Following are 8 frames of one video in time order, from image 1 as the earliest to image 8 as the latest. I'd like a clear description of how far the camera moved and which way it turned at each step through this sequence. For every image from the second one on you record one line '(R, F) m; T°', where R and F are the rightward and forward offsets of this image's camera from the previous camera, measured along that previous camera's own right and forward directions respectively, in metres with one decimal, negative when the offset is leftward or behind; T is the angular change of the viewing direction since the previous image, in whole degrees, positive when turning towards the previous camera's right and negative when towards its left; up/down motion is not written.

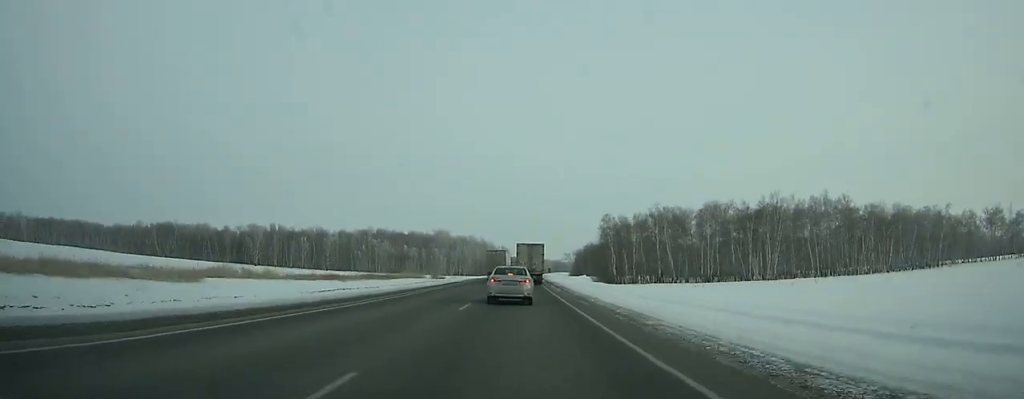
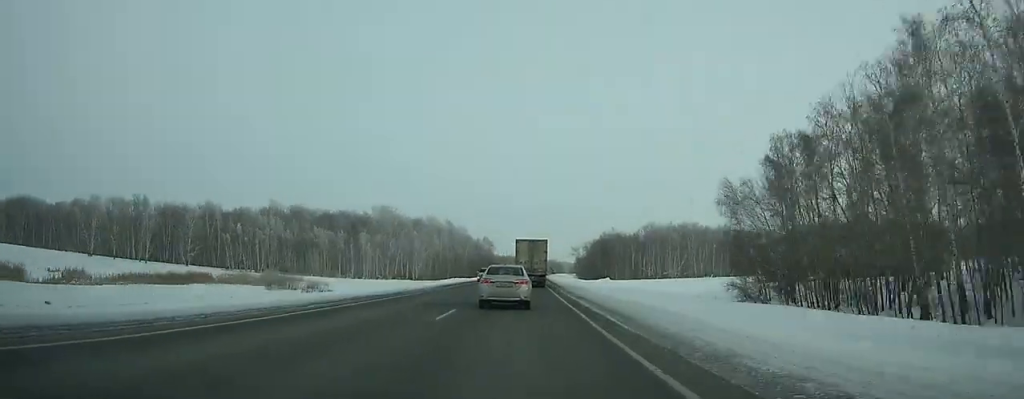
(+0.1, +119.0) m; +1°
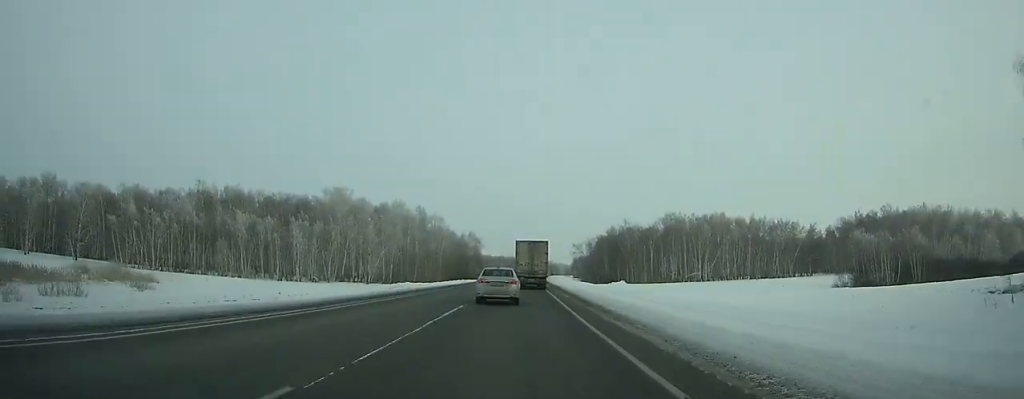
(+0.3, +46.6) m; +1°
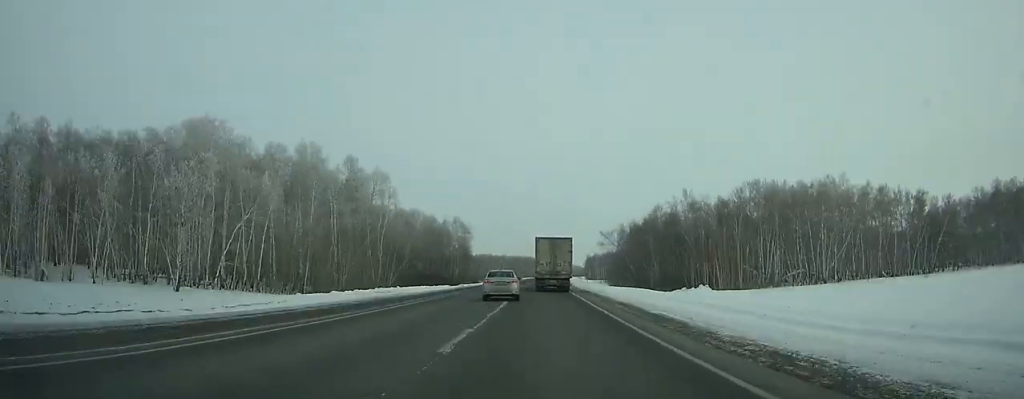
(0.0, +75.8) m; +1°
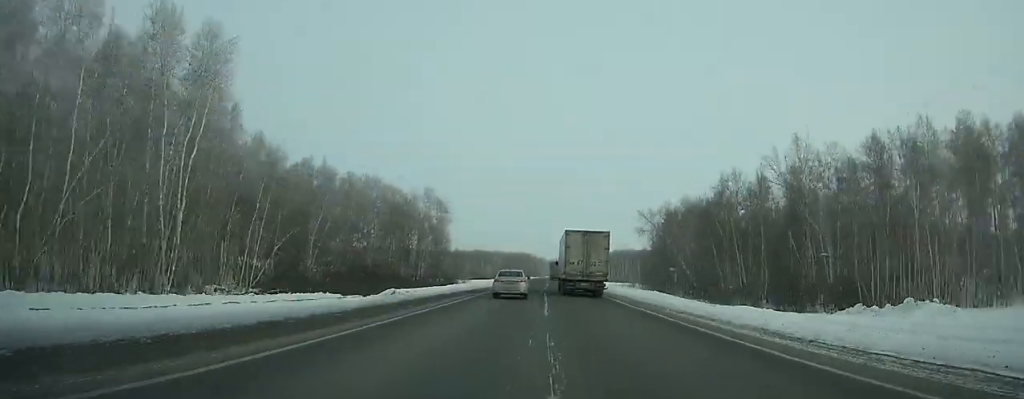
(+0.2, +56.9) m; +1°
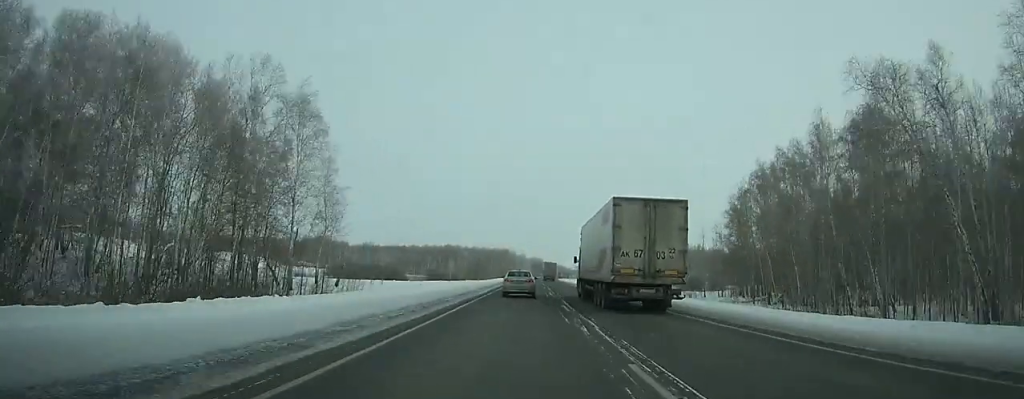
(+1.0, +78.8) m; +2°
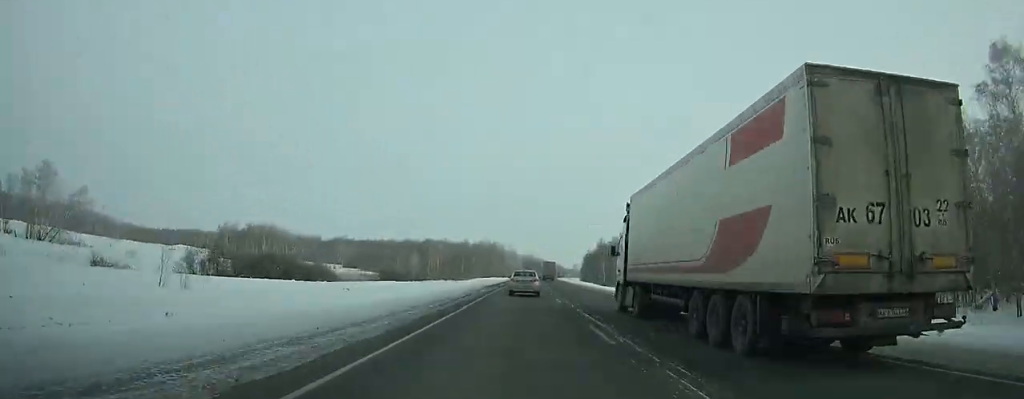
(+0.7, +56.3) m; +1°
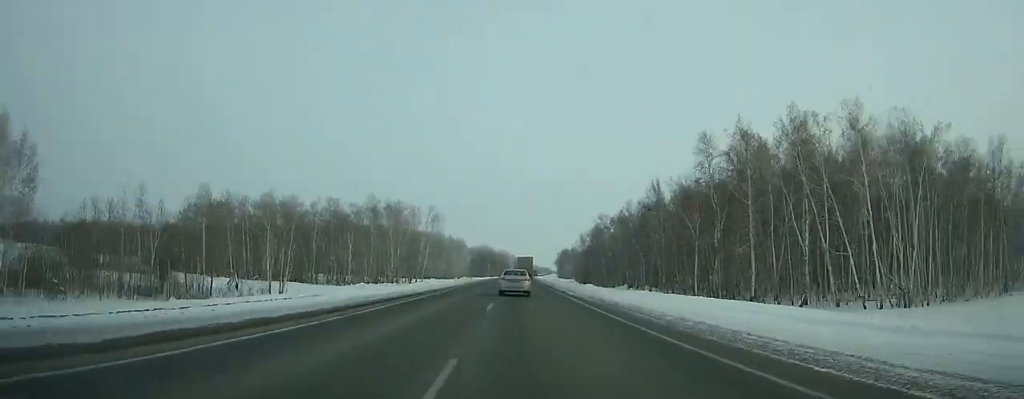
(+3.7, +163.6) m; +2°
